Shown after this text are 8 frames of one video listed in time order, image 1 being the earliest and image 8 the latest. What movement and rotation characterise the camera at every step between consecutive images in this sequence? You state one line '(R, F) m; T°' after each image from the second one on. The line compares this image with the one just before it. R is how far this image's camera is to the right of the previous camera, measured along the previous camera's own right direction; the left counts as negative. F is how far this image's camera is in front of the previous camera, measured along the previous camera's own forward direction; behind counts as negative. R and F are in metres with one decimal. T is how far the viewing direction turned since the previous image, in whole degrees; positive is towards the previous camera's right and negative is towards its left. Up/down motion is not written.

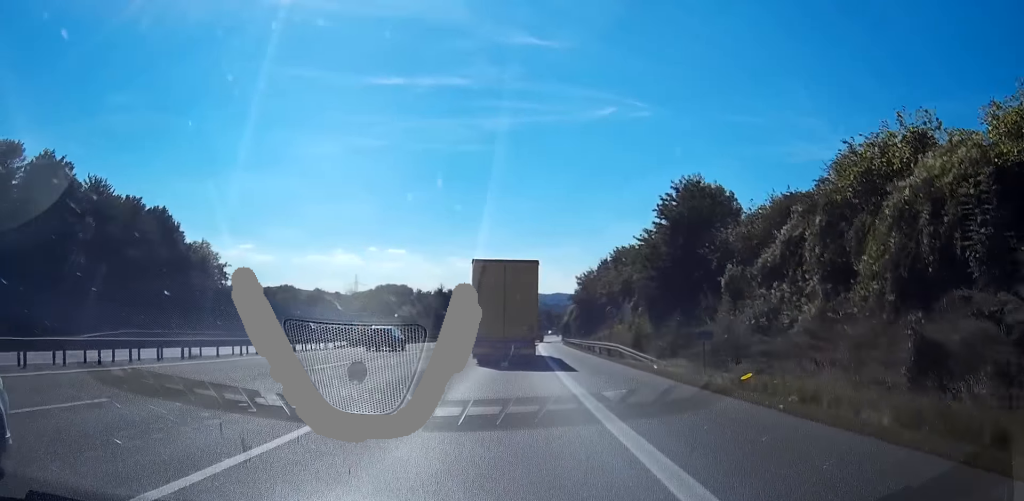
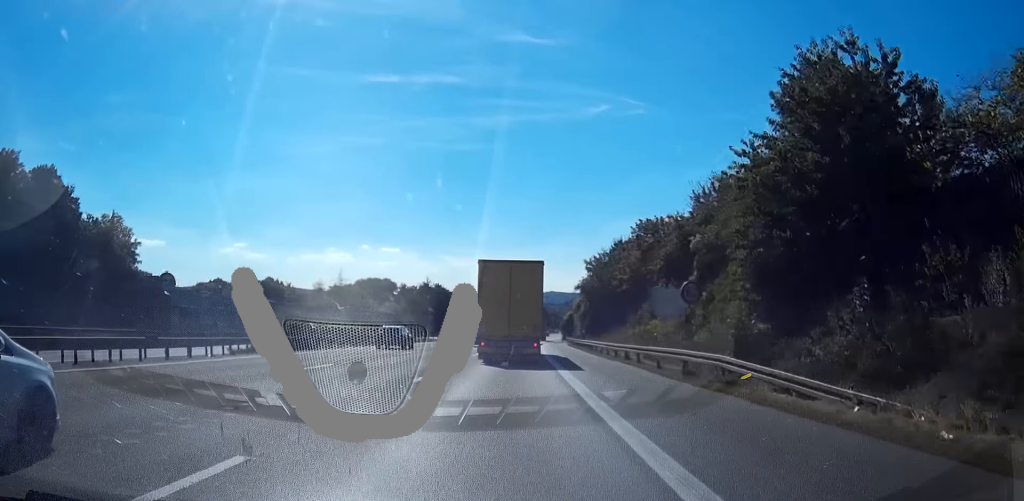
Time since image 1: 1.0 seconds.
(+0.2, +21.4) m; +1°
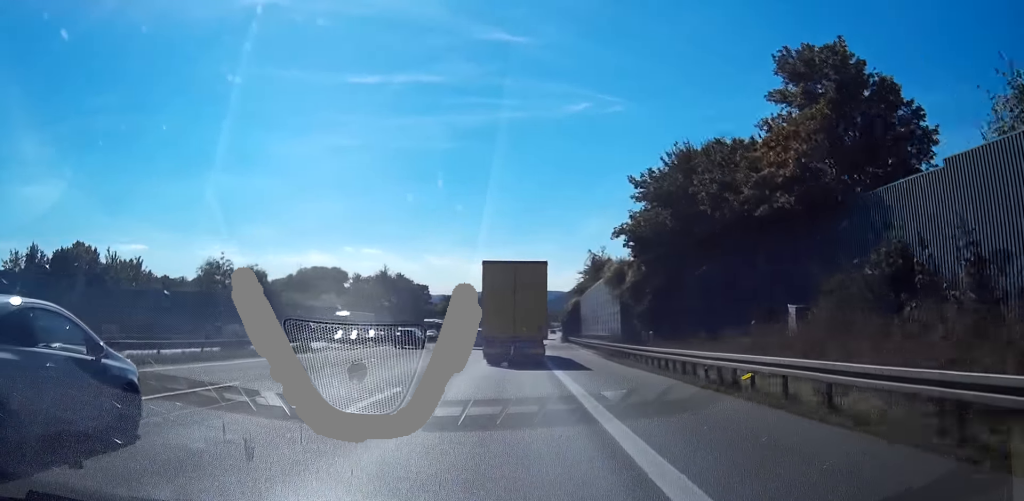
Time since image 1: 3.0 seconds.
(+0.5, +44.8) m; +1°
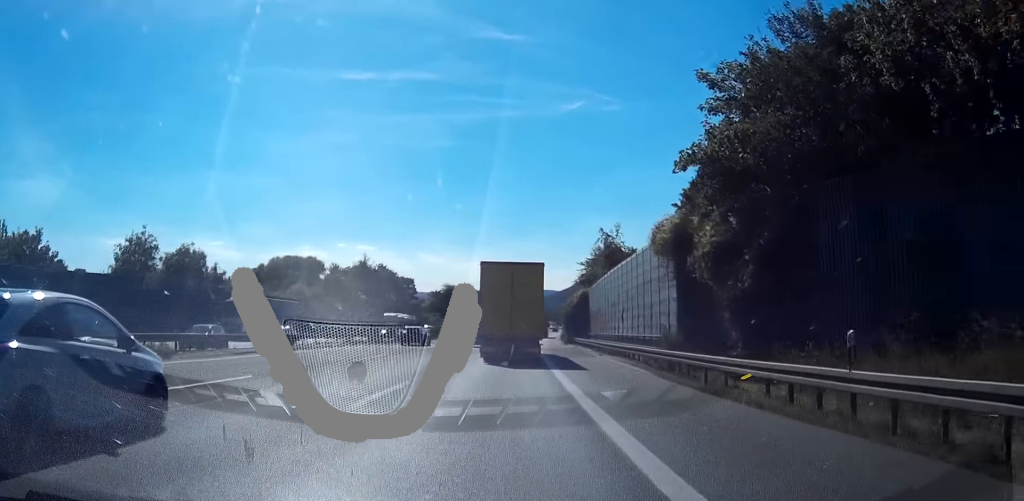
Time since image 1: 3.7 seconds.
(0.0, +17.4) m; +1°
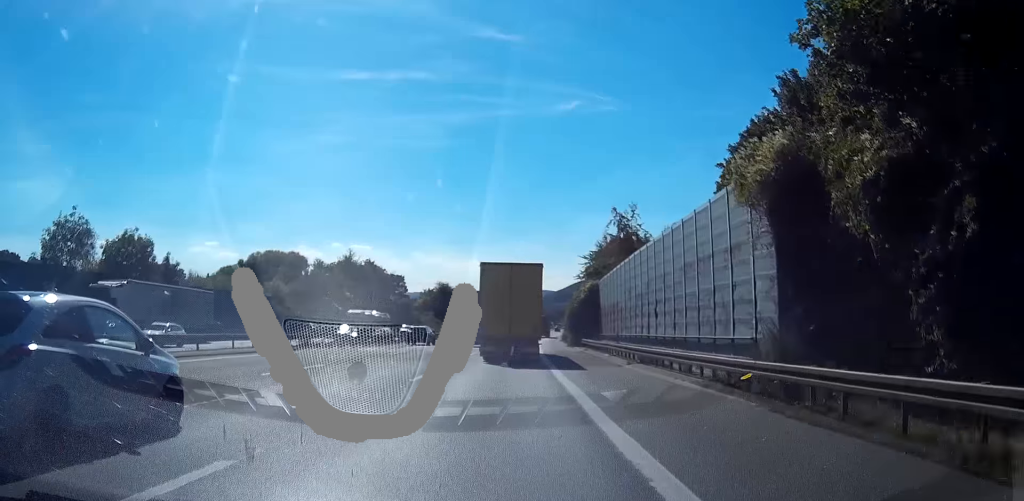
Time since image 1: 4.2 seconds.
(+0.1, +11.4) m; +1°
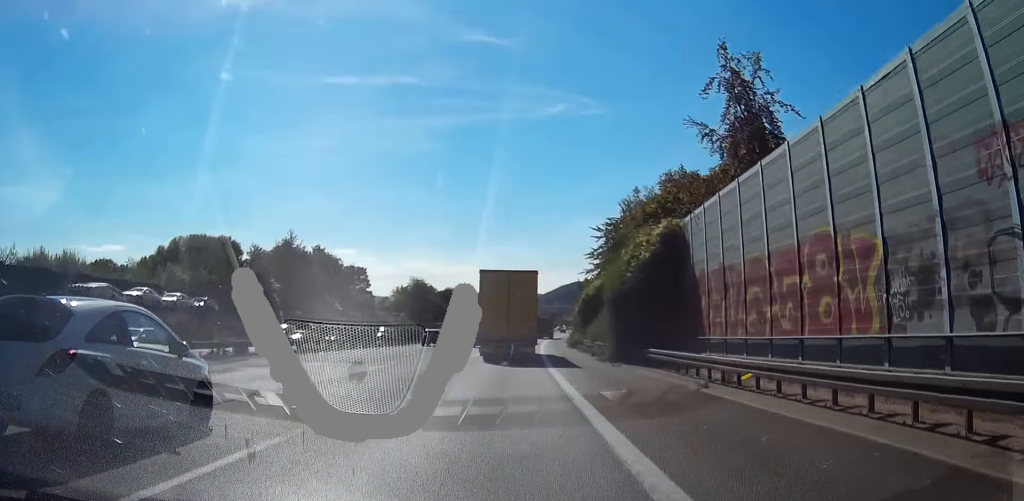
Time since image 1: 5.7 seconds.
(+0.5, +33.9) m; +1°
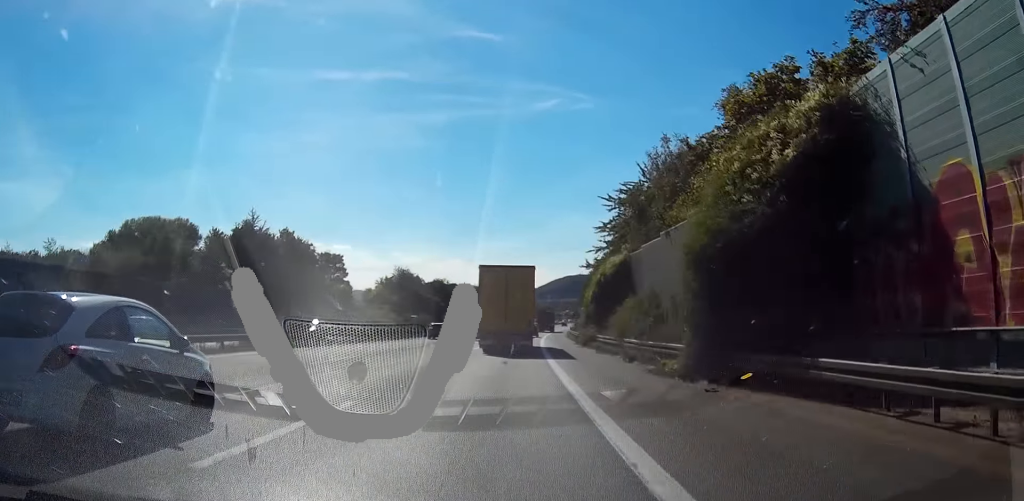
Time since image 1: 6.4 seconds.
(0.0, +15.8) m; +1°
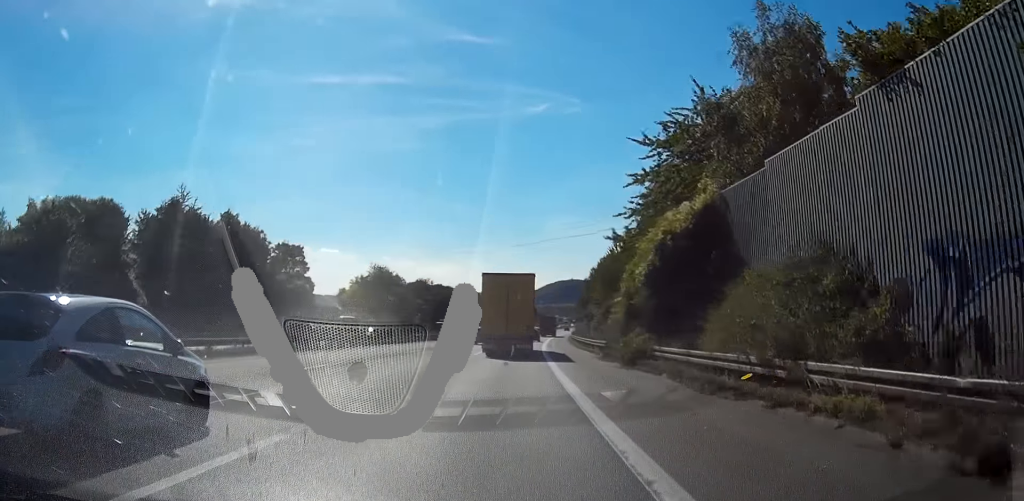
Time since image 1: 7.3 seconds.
(+0.3, +22.4) m; +1°
